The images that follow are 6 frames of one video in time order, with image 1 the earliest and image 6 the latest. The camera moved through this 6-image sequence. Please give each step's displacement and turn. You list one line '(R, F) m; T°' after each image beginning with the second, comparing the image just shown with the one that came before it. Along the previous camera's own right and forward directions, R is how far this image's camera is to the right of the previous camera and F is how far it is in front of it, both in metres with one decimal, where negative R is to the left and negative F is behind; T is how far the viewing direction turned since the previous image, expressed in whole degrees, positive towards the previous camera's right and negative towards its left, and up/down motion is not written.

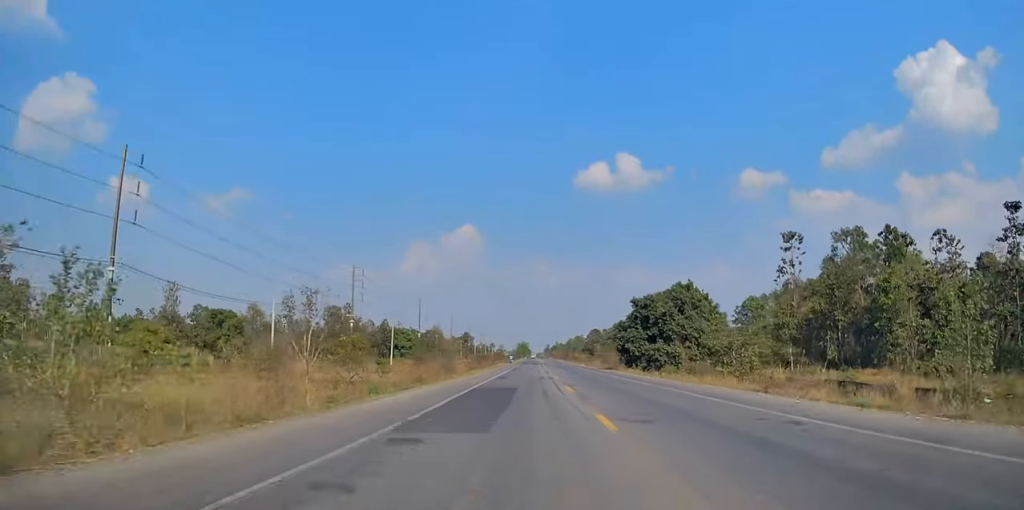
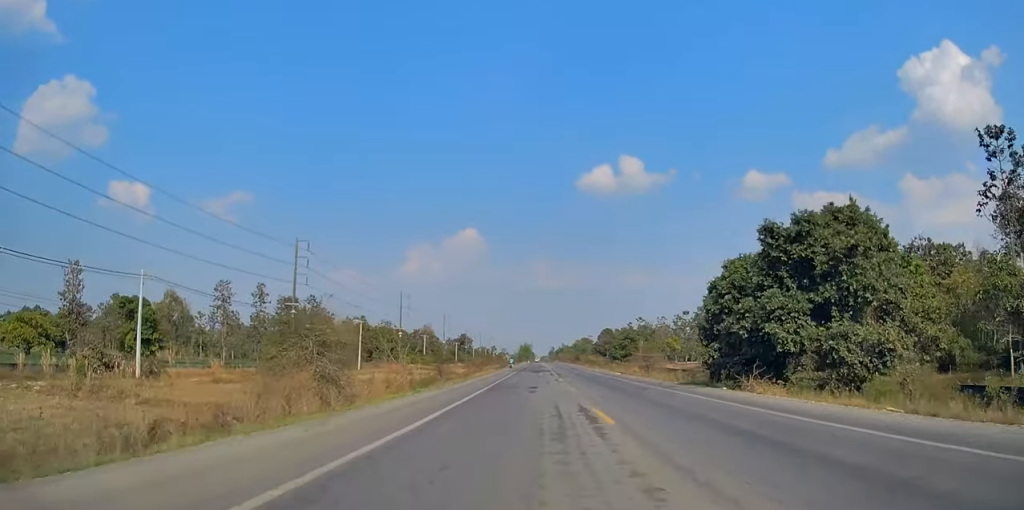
(+0.2, +34.3) m; 0°
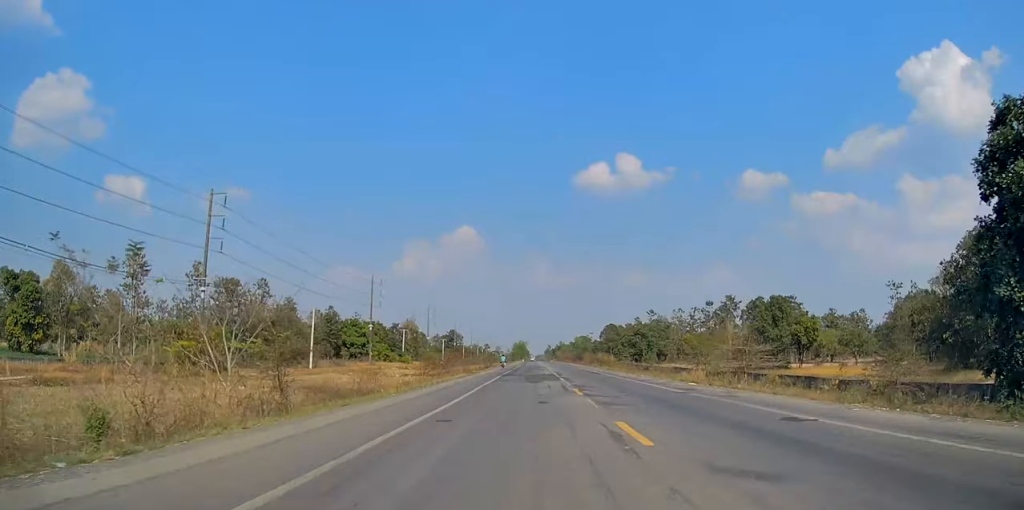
(0.0, +27.5) m; 0°
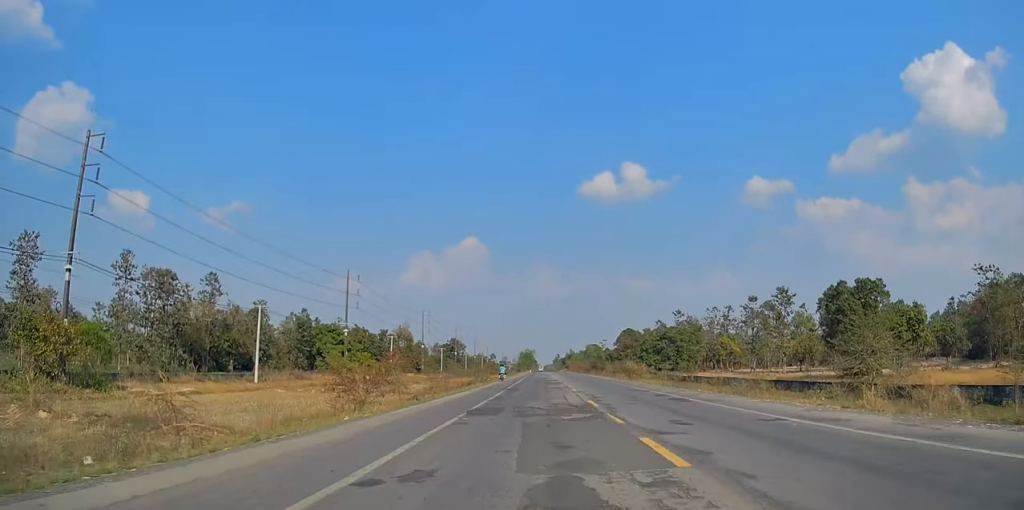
(-0.3, +25.7) m; -1°
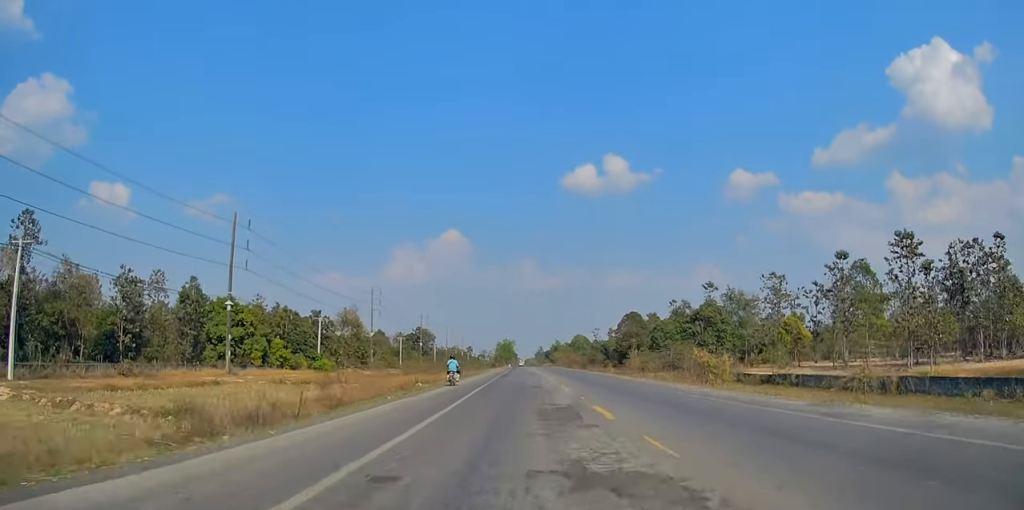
(+0.8, +42.7) m; +2°
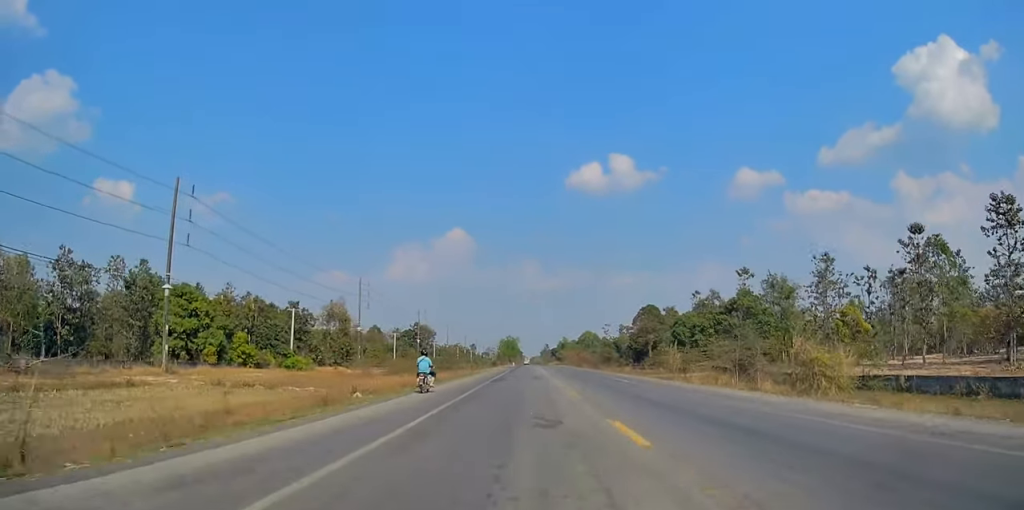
(+0.1, +17.2) m; 0°
